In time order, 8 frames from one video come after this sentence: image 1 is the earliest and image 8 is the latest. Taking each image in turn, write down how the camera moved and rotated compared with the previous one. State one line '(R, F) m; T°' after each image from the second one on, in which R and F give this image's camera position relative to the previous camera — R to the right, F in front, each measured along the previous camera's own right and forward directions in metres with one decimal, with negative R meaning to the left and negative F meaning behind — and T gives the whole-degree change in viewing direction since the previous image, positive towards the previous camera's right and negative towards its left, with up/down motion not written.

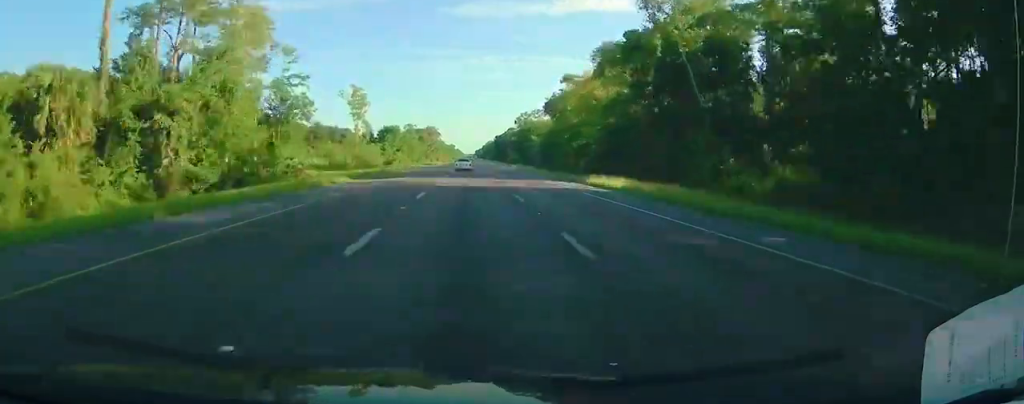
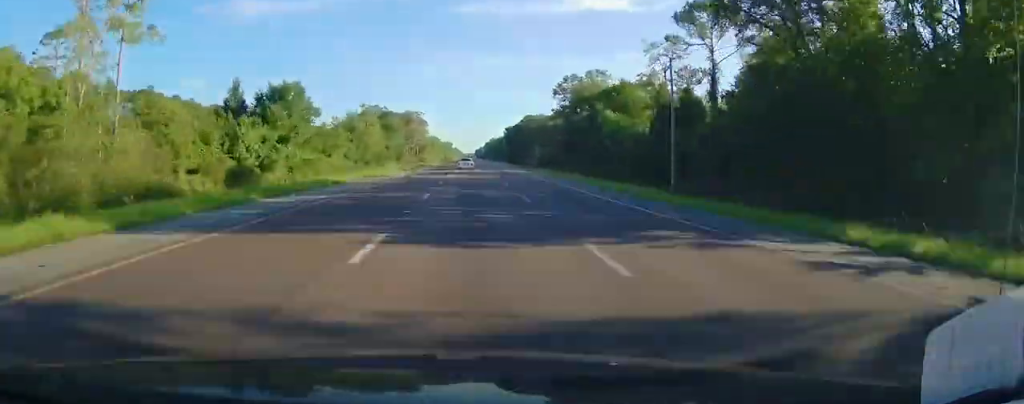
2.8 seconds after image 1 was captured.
(+0.2, +95.9) m; 0°
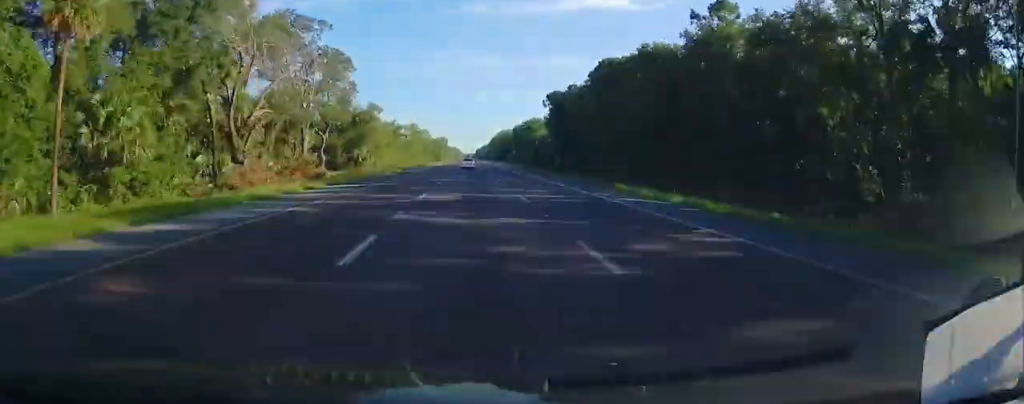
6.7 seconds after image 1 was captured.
(+0.4, +140.3) m; 0°
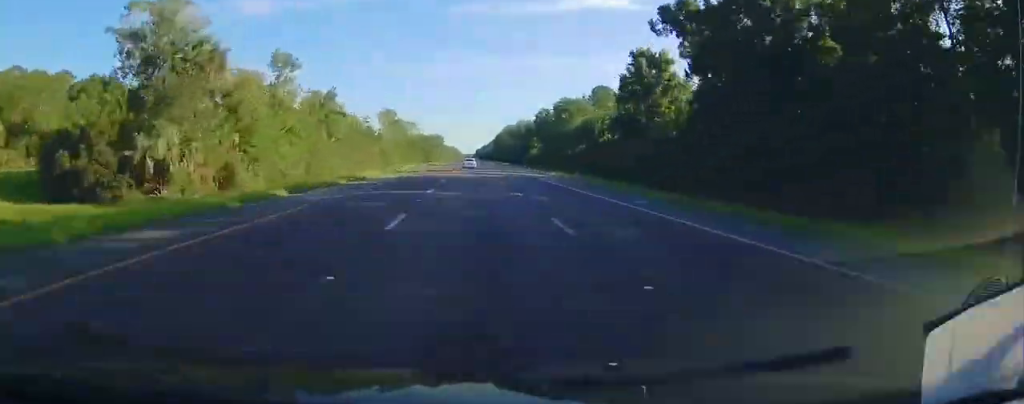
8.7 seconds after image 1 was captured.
(+0.2, +71.8) m; 0°
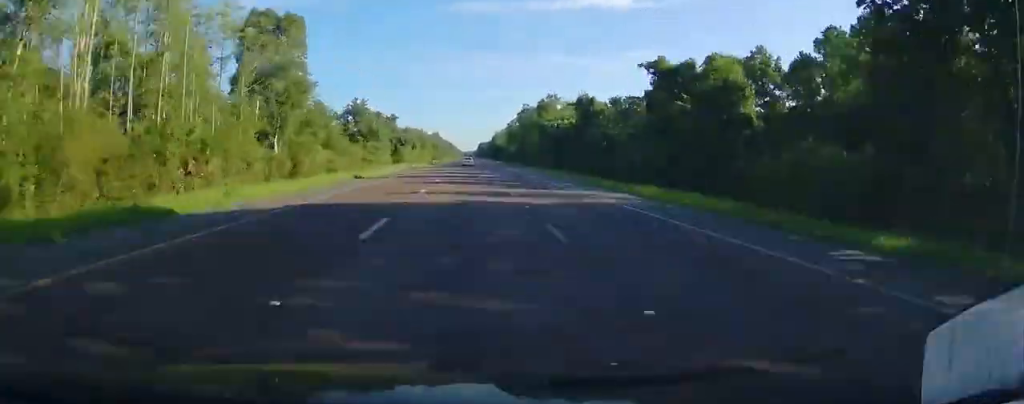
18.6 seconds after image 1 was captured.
(-0.2, +324.3) m; 0°
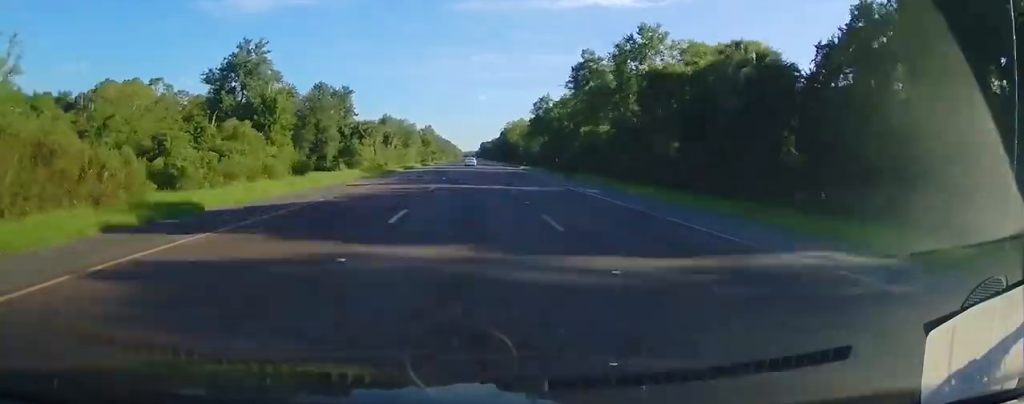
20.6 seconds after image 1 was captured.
(0.0, +69.1) m; 0°
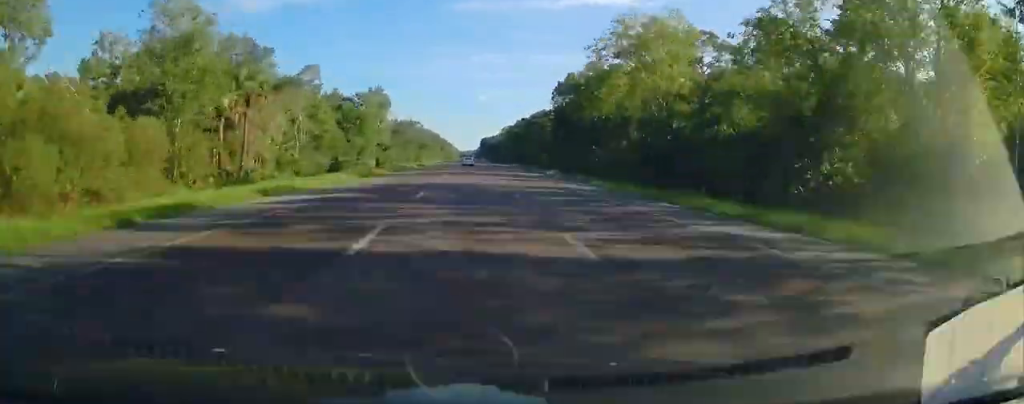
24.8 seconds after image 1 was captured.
(0.0, +146.3) m; 0°
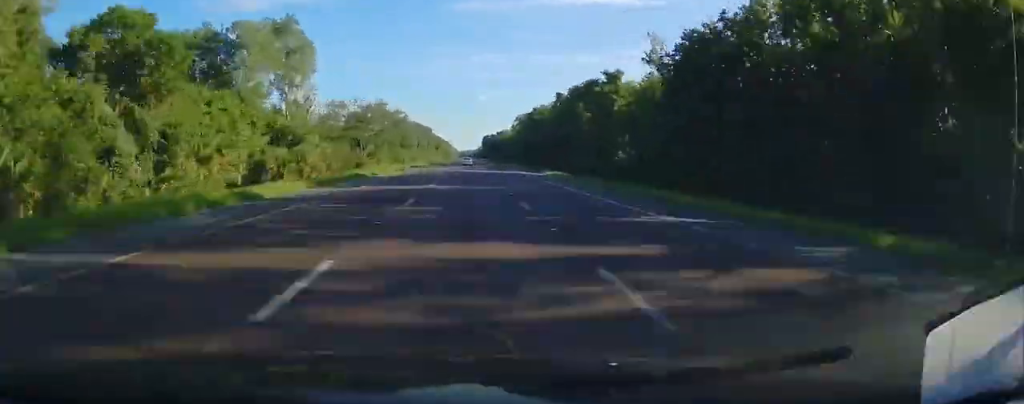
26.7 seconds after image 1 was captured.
(-0.4, +64.0) m; 0°
